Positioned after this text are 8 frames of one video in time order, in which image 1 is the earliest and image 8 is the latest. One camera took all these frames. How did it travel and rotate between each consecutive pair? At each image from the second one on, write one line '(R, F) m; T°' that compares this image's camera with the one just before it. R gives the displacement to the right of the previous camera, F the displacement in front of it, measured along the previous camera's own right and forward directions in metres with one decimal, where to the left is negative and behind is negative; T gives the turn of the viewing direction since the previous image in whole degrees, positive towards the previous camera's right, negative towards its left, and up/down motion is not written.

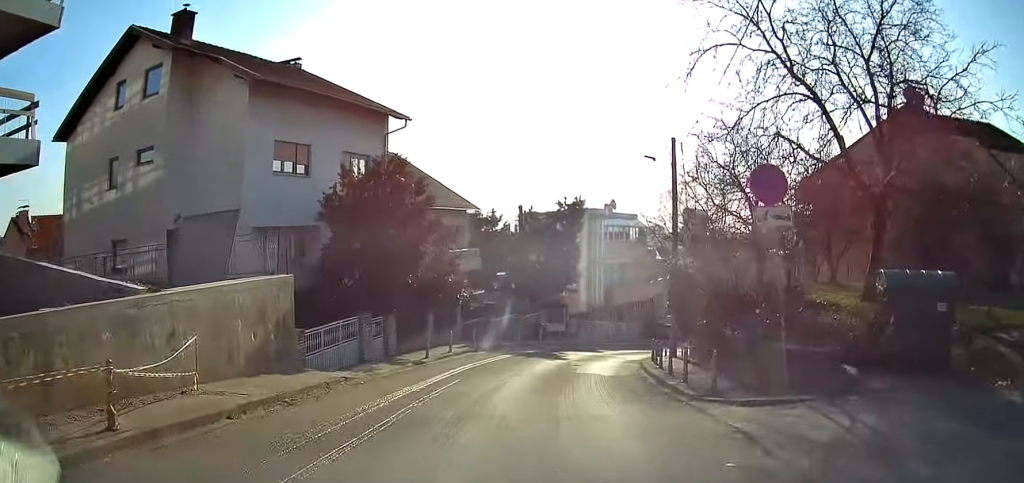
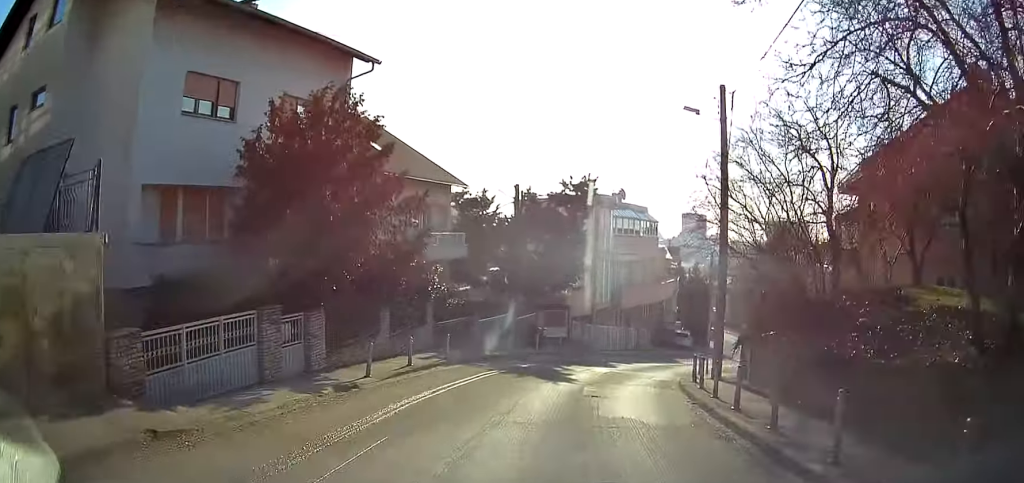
(-0.3, +6.3) m; +1°
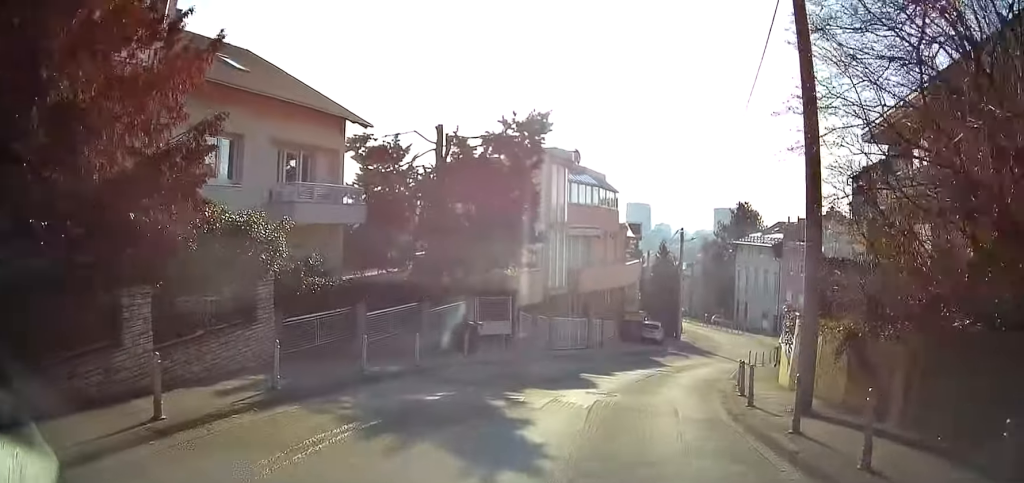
(+0.7, +9.0) m; +8°
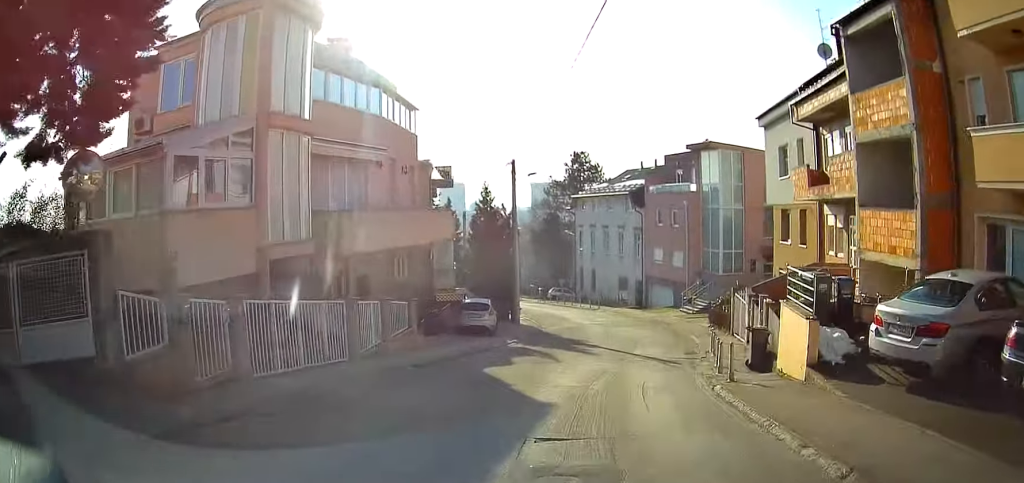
(+1.9, +15.9) m; +13°
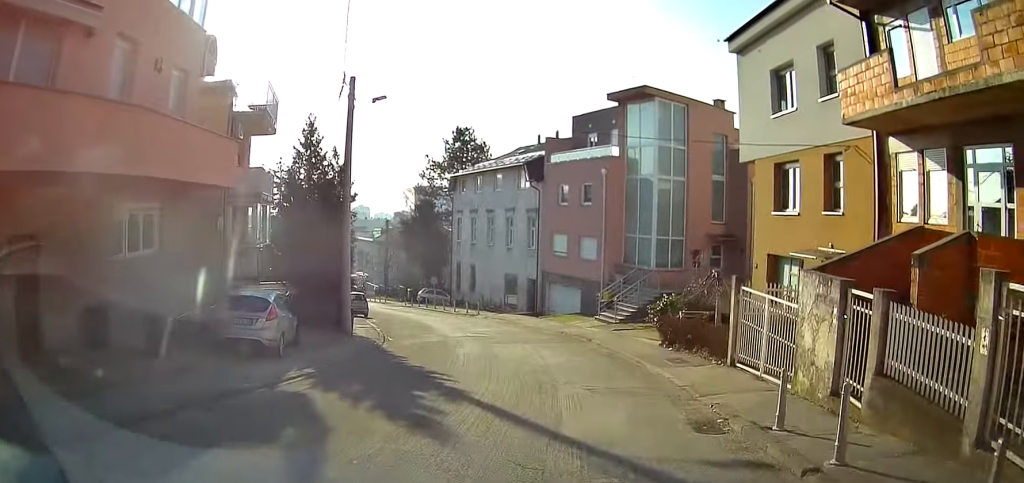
(+1.0, +12.6) m; +6°
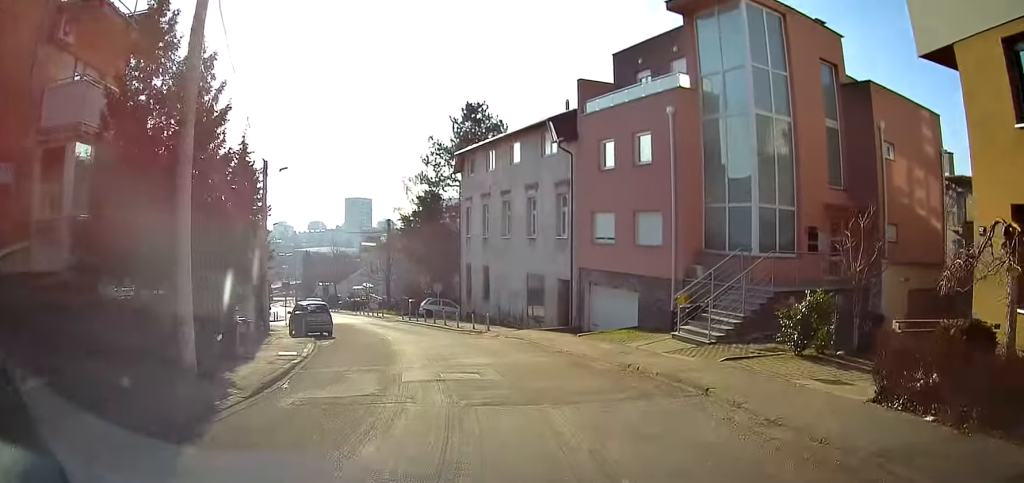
(+0.2, +11.6) m; +2°
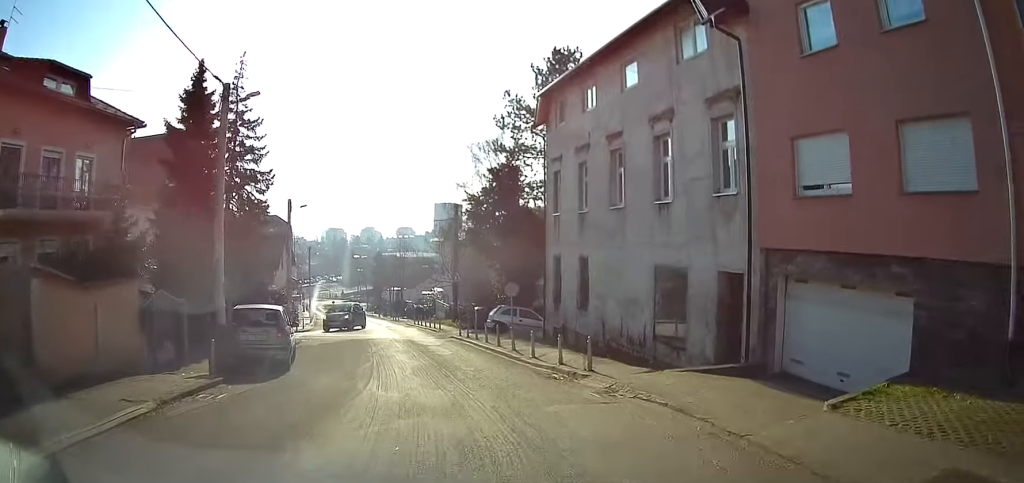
(-0.3, +13.6) m; -8°
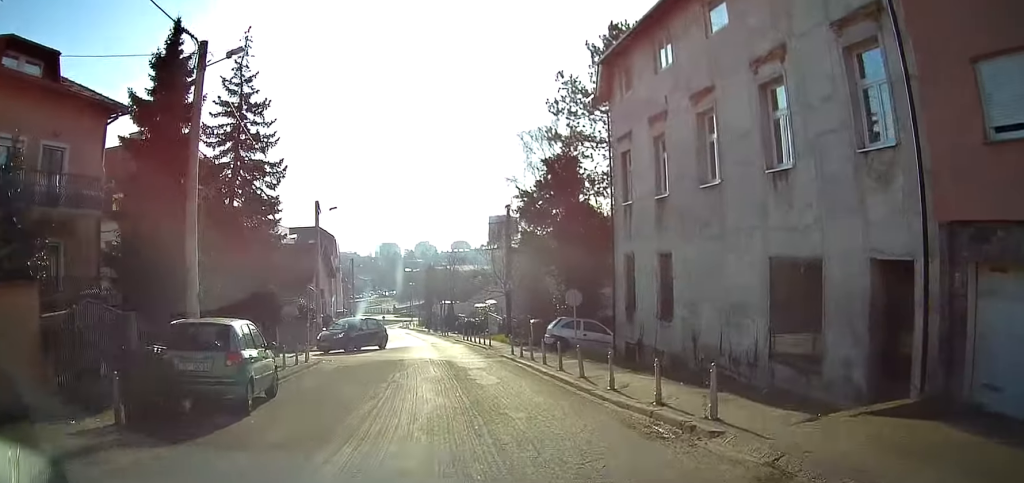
(-0.4, +5.0) m; -5°
